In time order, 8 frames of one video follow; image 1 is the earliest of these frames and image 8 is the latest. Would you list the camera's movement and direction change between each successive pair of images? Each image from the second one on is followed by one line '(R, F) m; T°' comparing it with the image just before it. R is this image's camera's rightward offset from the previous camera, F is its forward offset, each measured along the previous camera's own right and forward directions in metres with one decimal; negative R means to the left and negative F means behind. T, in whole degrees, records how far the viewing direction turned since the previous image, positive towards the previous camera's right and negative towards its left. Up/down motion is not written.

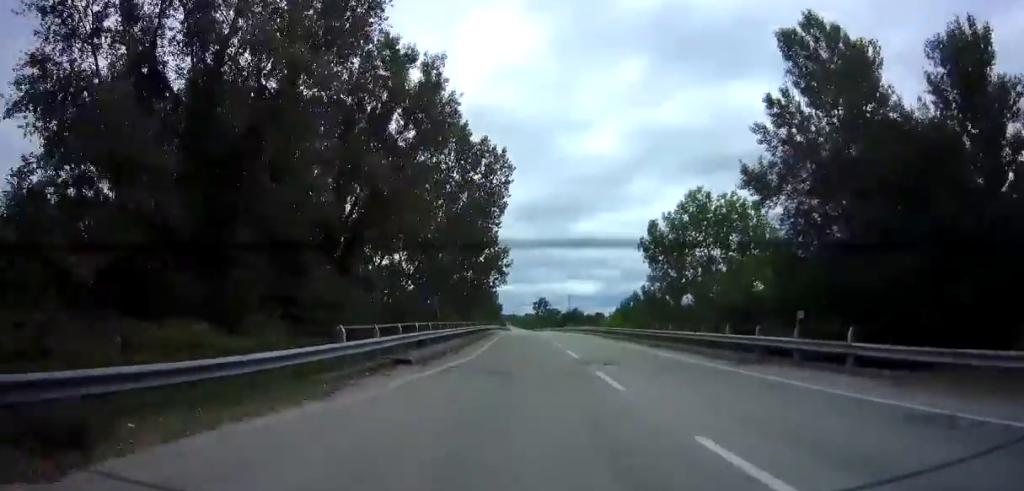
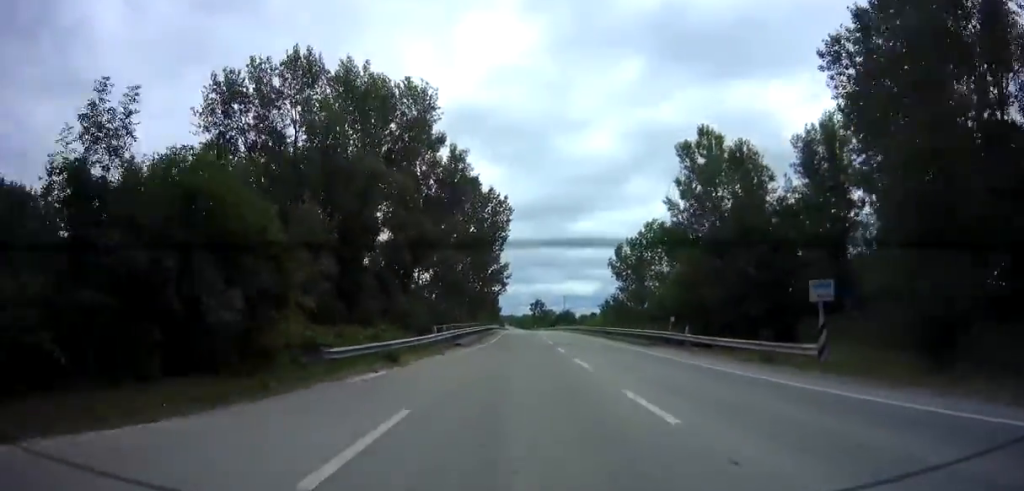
(0.0, +14.8) m; 0°
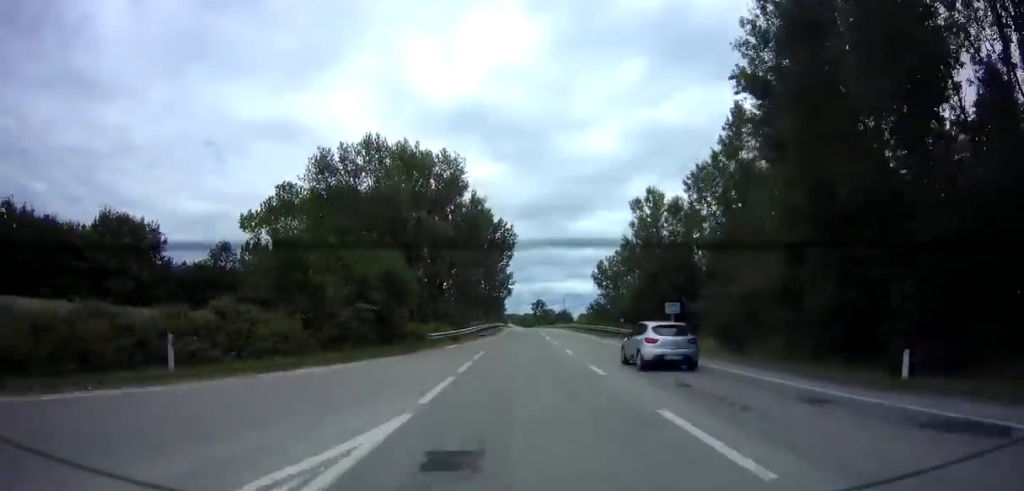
(0.0, +16.3) m; 0°
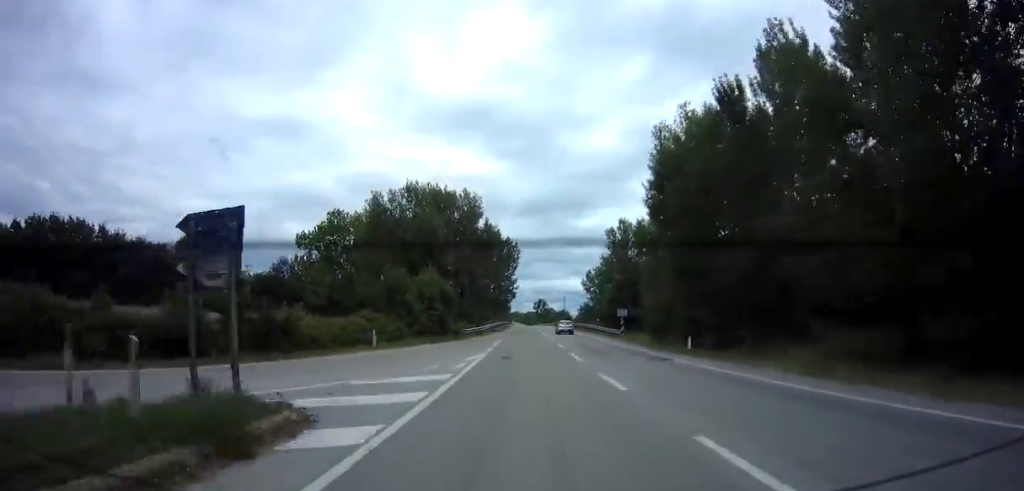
(0.0, +16.7) m; 0°
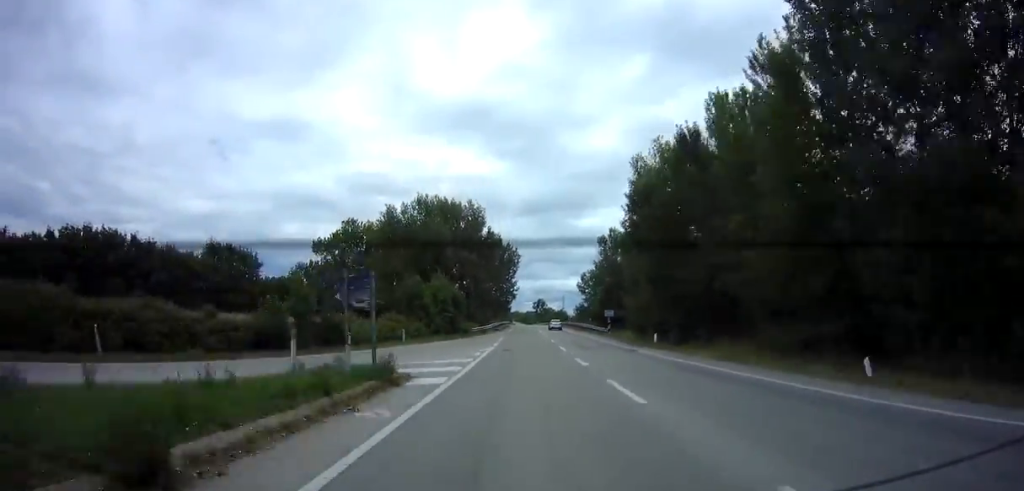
(0.0, +7.1) m; 0°
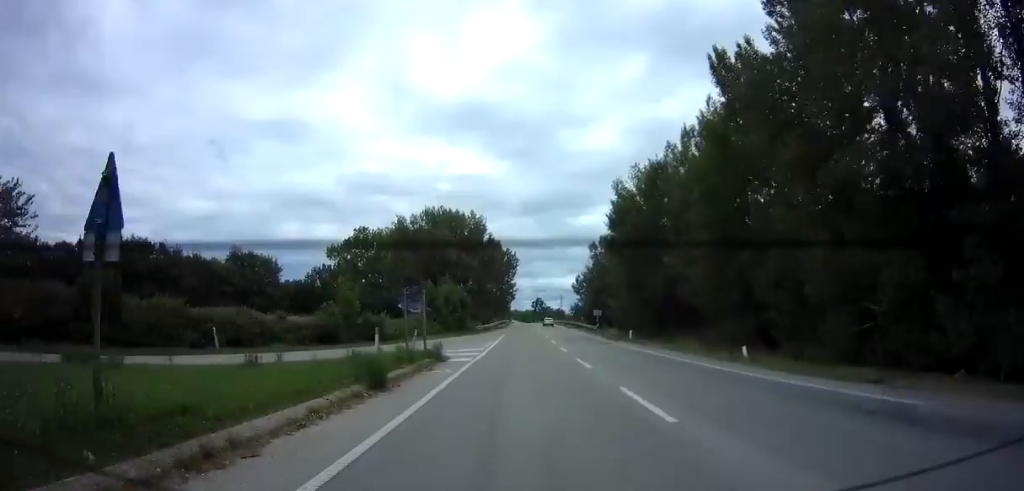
(0.0, +8.2) m; -1°
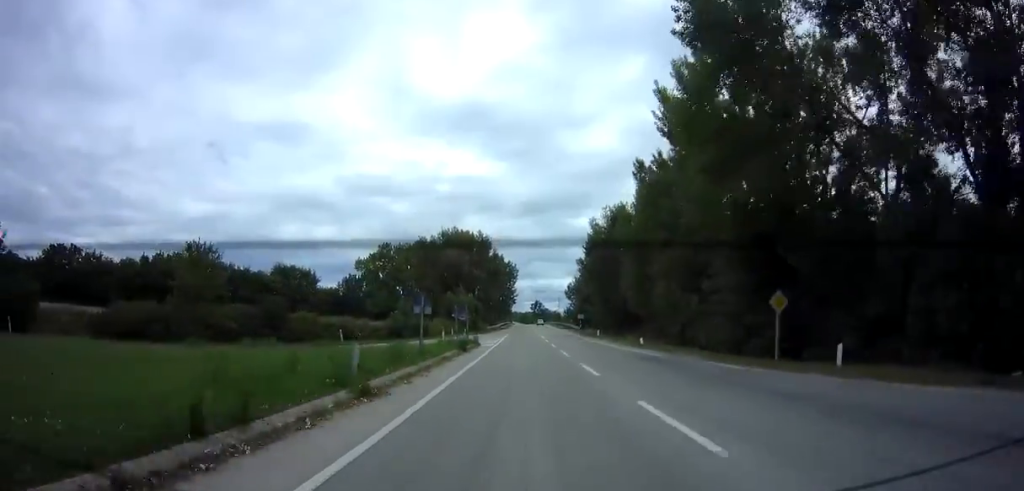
(-0.2, +17.4) m; -1°
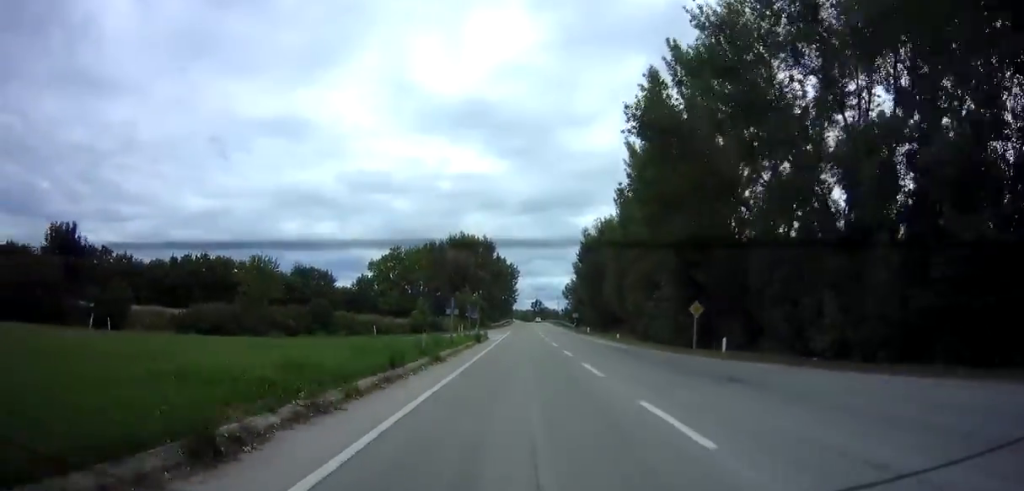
(-0.1, +9.2) m; 0°
